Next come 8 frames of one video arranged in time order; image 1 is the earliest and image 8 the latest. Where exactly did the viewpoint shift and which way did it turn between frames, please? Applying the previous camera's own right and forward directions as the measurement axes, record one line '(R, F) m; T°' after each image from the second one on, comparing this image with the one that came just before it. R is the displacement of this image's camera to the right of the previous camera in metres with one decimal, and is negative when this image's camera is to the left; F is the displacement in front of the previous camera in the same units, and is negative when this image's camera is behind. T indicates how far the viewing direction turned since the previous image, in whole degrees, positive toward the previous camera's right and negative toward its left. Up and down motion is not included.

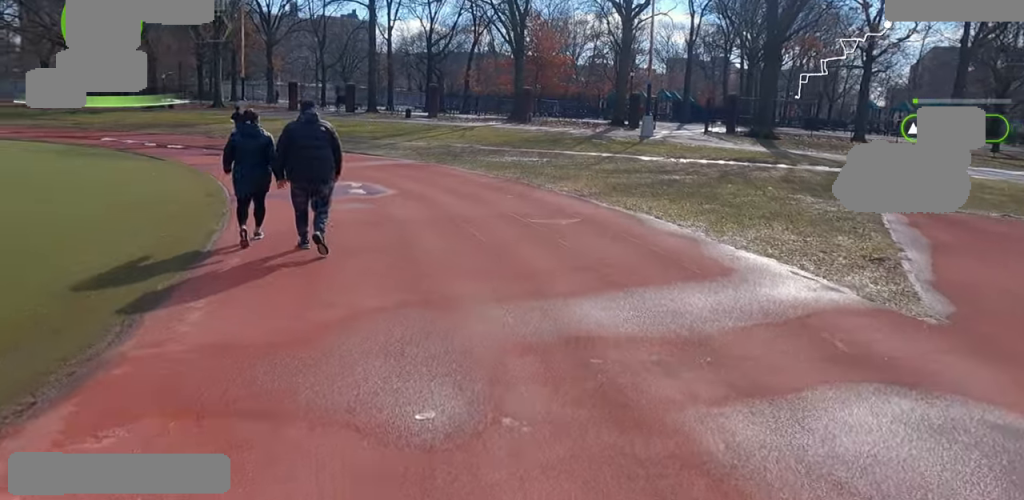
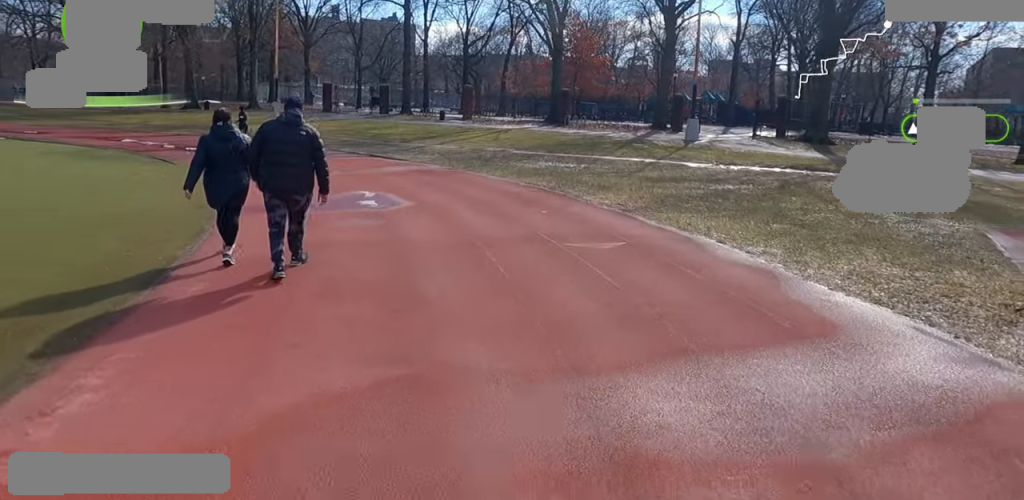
(0.0, +1.8) m; -3°
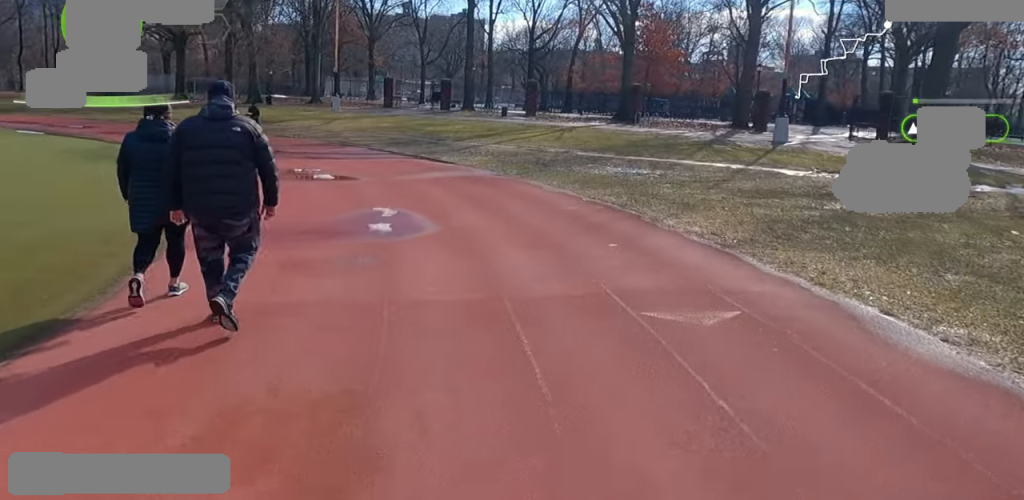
(-0.1, +2.8) m; -5°
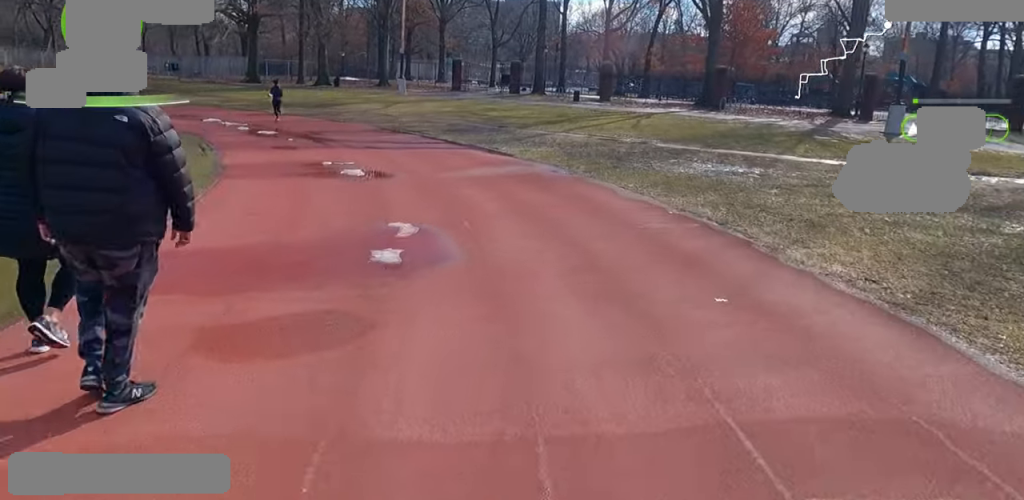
(-0.1, +2.5) m; -5°
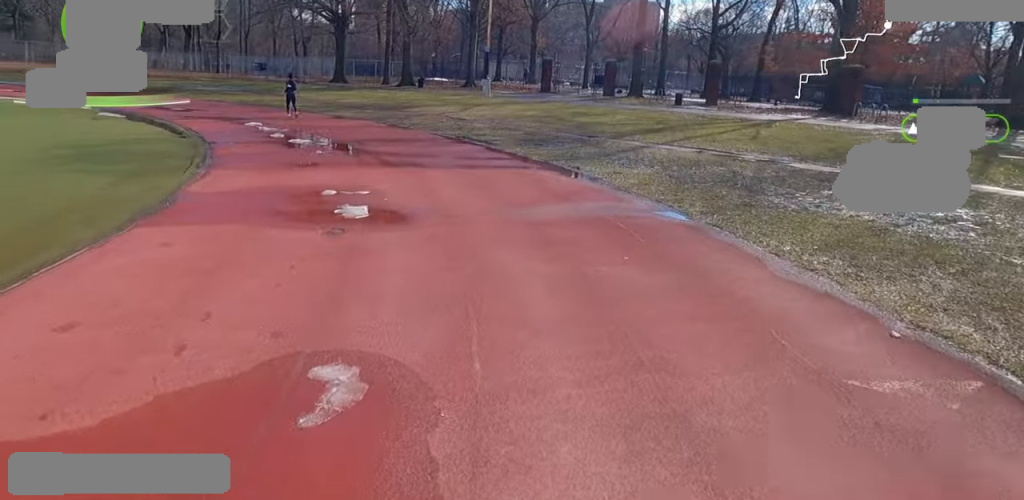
(-0.3, +4.0) m; -9°
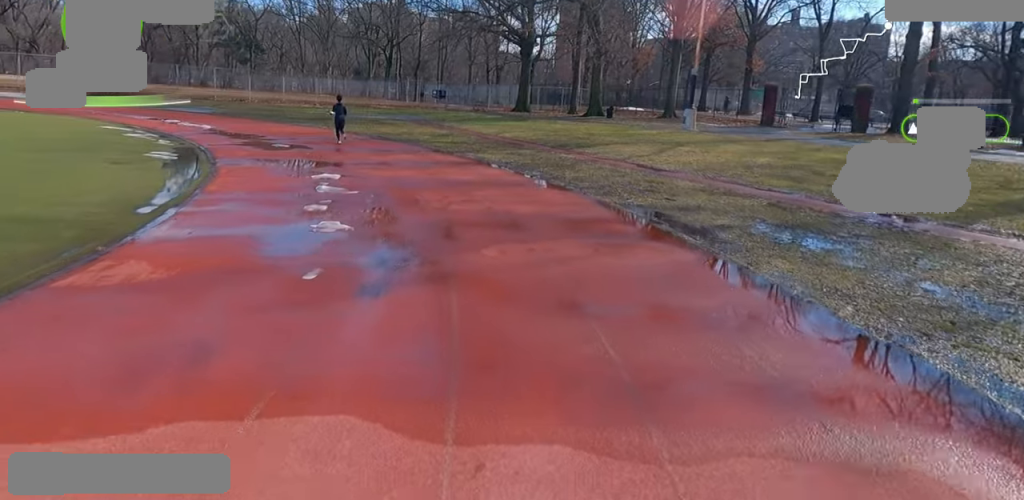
(-1.4, +7.9) m; -17°
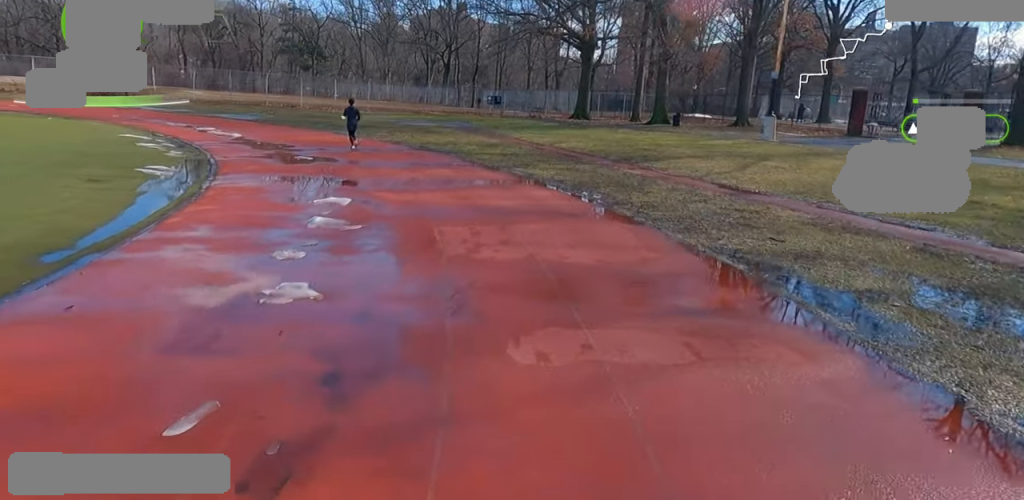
(-0.1, +2.8) m; -3°
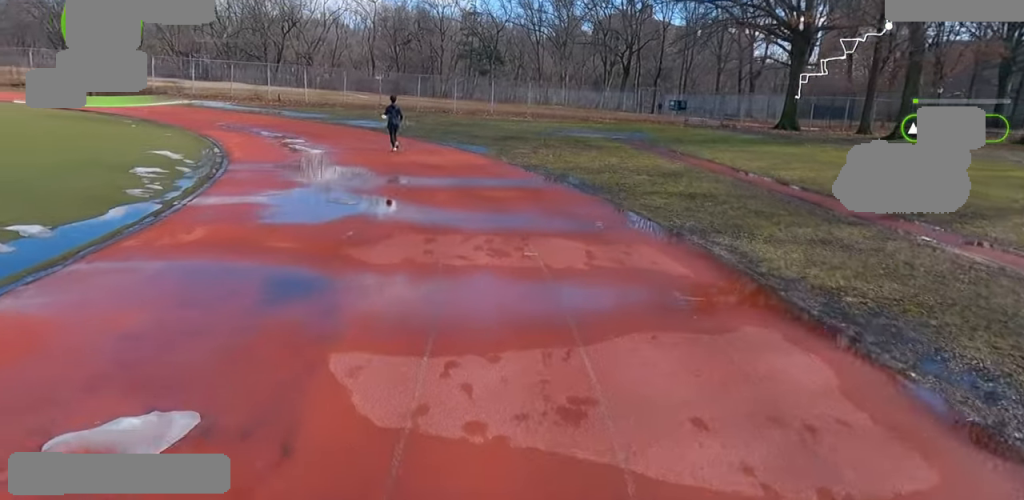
(-0.5, +8.2) m; -10°
